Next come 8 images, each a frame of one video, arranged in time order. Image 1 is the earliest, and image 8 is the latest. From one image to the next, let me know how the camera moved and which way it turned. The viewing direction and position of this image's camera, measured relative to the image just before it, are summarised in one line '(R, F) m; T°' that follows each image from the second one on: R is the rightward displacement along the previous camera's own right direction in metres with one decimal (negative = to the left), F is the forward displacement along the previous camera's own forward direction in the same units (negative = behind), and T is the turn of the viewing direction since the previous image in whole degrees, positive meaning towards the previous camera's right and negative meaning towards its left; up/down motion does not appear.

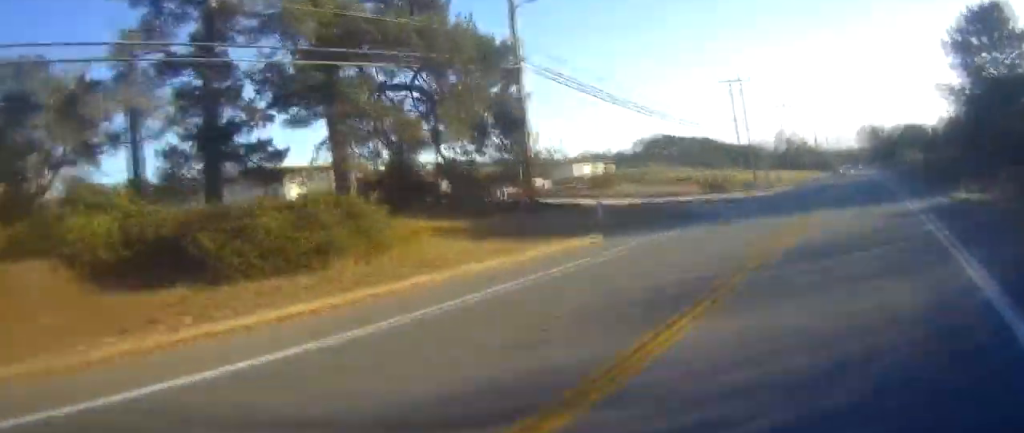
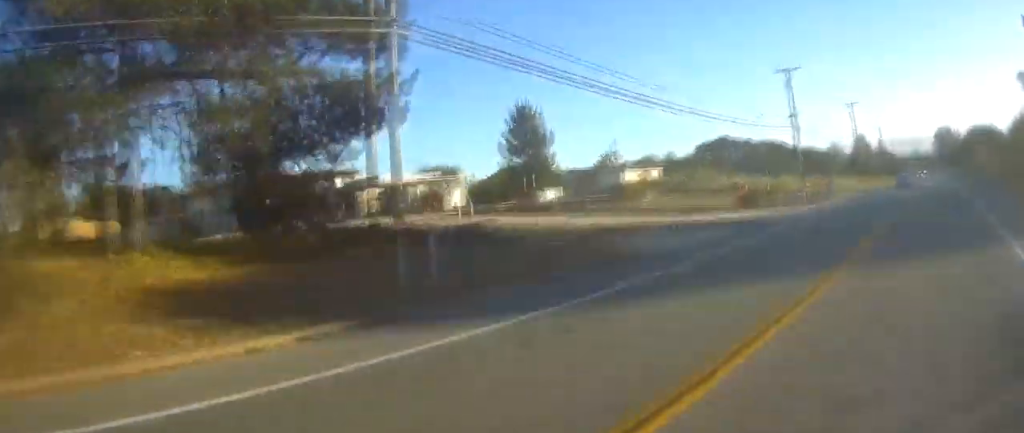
(-0.4, +10.9) m; -1°
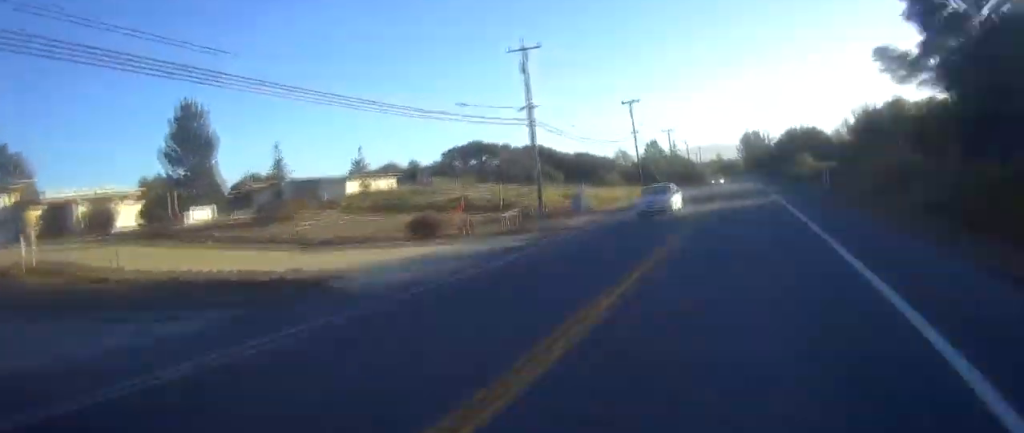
(-0.7, +12.8) m; 0°
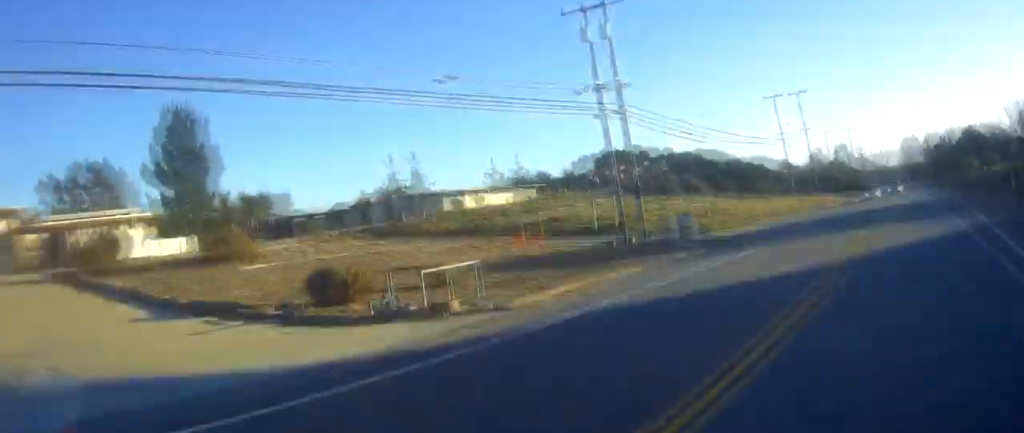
(+0.6, +13.3) m; +3°
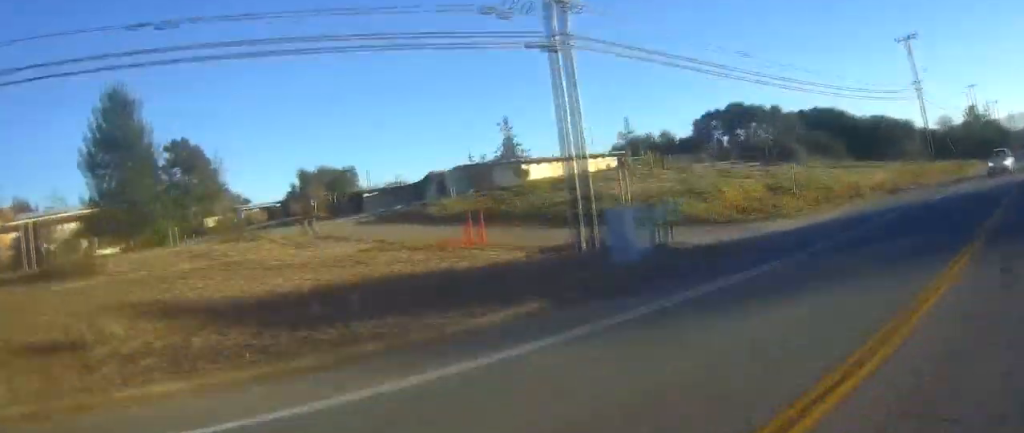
(+0.3, +13.1) m; +1°
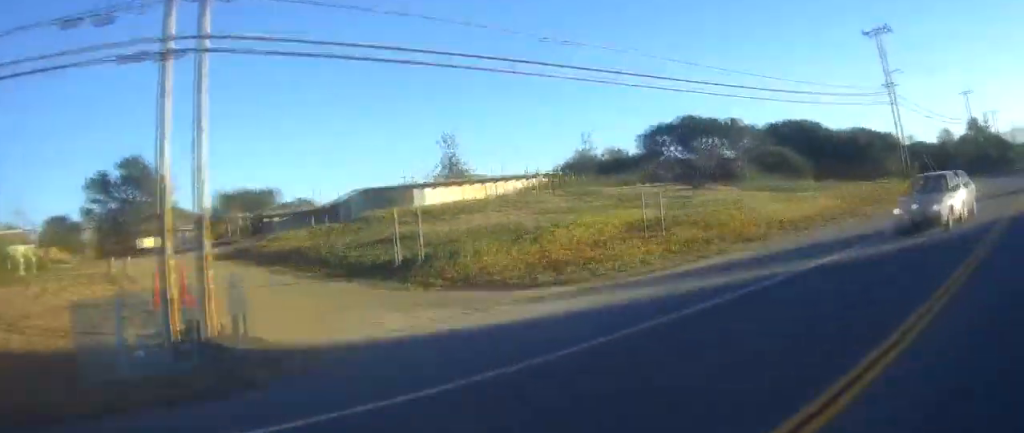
(+0.2, +11.2) m; 0°
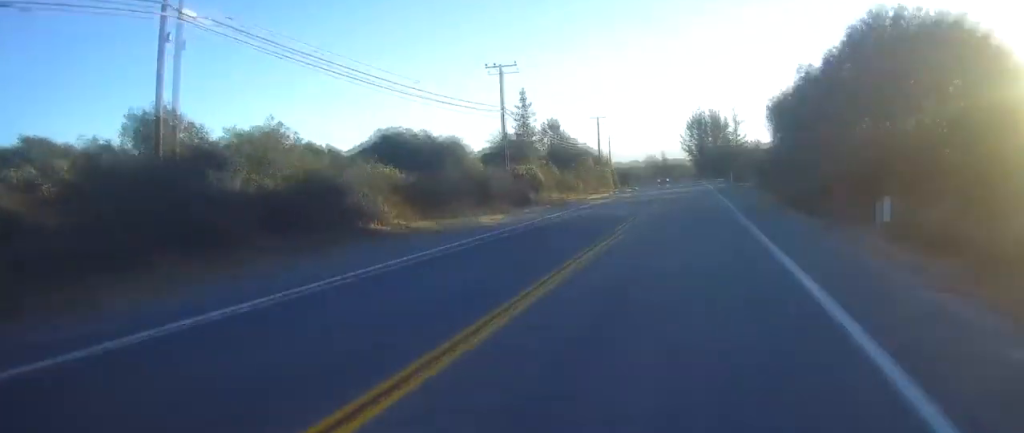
(-0.8, +76.7) m; -1°
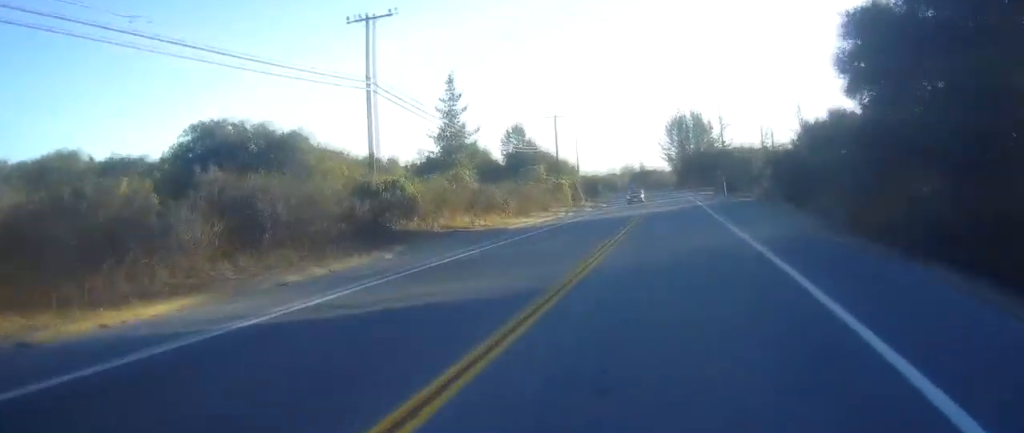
(+0.1, +20.7) m; 0°
